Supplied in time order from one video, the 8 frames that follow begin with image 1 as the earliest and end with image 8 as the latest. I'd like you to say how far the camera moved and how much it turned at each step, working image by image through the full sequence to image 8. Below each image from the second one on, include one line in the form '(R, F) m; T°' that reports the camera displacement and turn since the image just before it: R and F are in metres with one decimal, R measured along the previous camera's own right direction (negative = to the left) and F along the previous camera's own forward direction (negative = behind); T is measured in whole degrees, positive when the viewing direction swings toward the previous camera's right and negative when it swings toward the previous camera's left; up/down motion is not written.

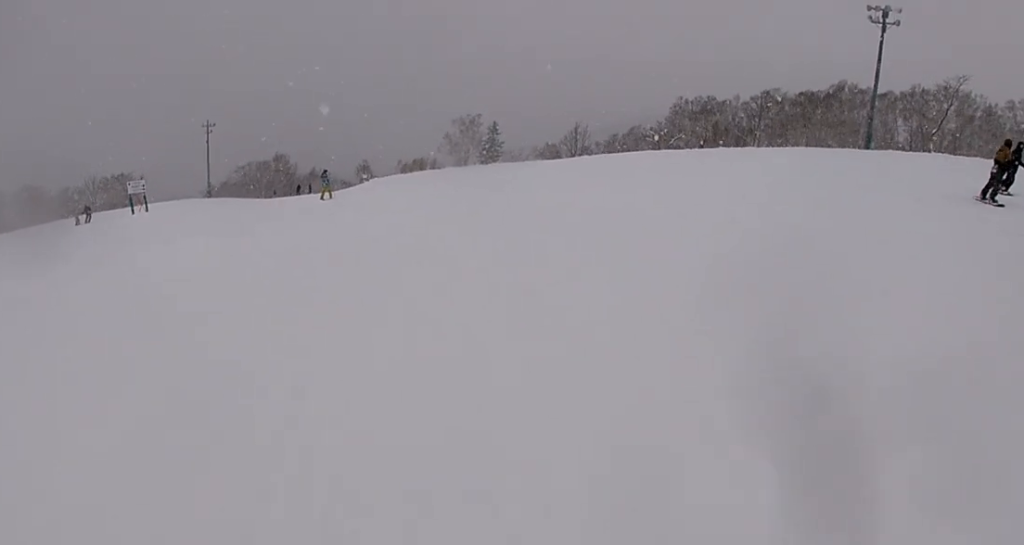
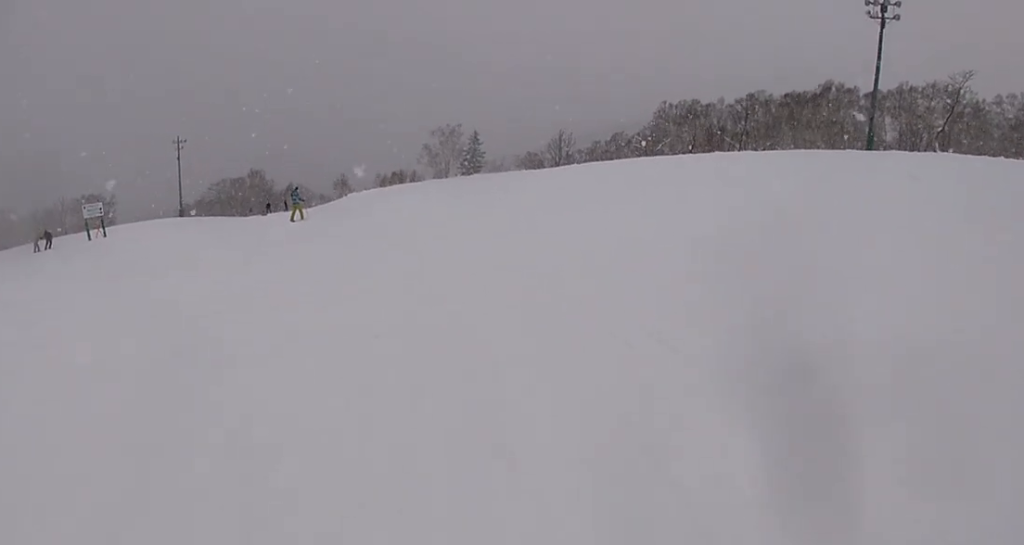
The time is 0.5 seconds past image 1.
(-0.5, +3.7) m; -5°
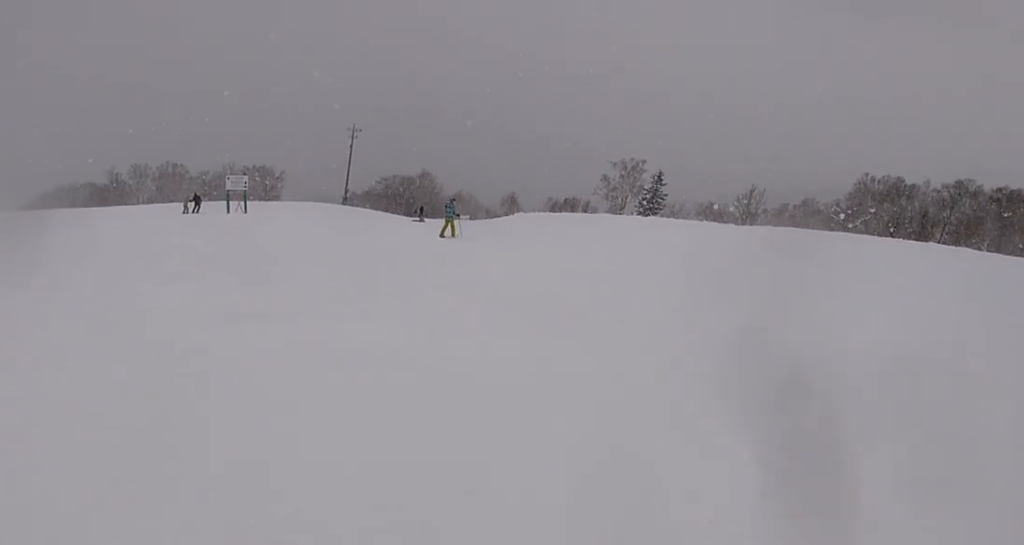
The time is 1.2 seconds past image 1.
(-0.6, +5.1) m; -7°
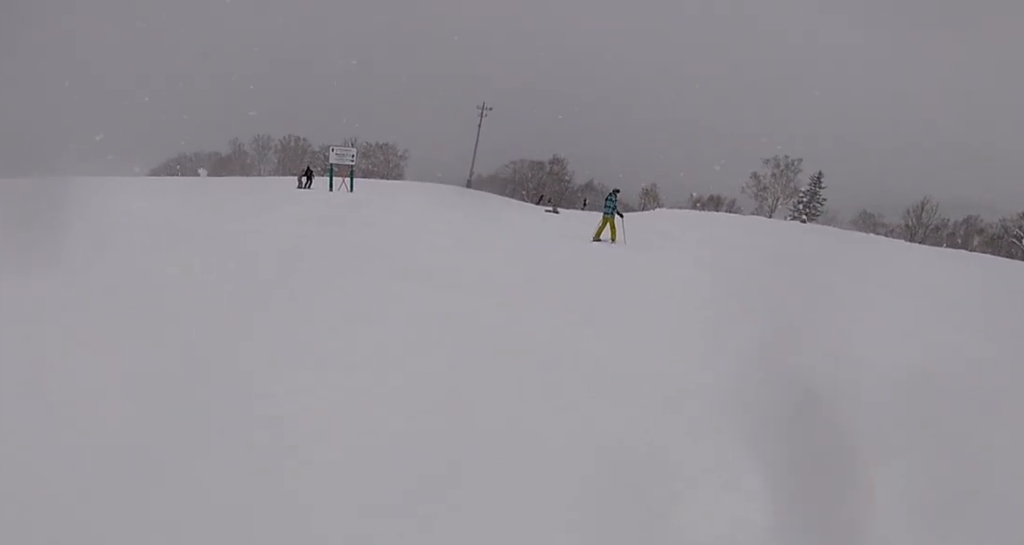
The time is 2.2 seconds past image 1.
(0.0, +6.9) m; -3°
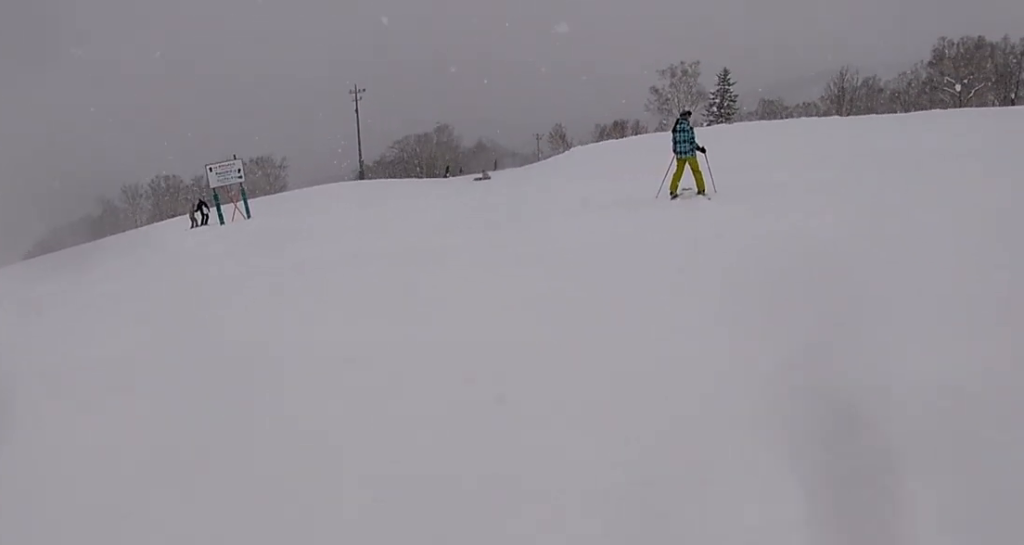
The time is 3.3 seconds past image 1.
(-0.4, +7.5) m; +3°
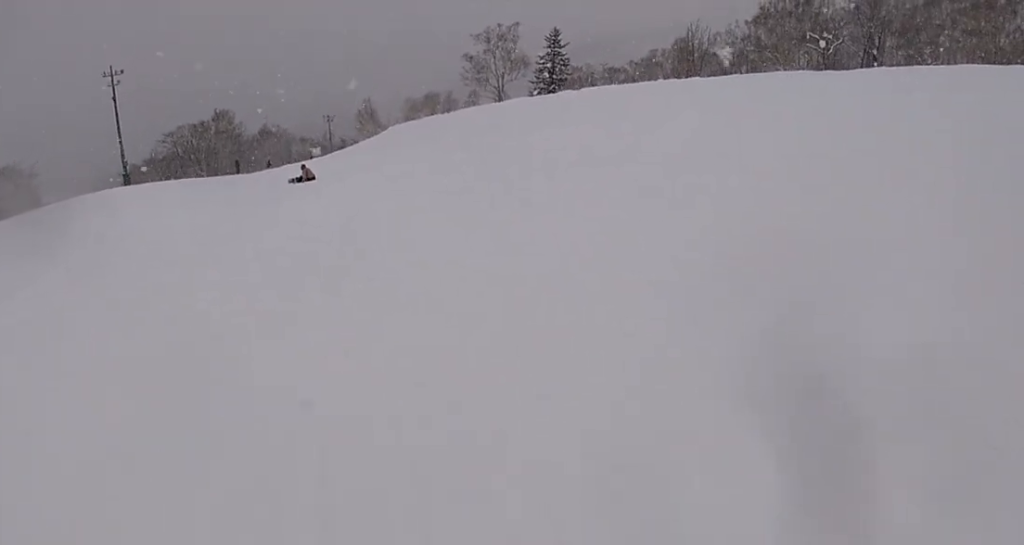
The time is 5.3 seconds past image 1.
(+3.5, +12.6) m; +25°
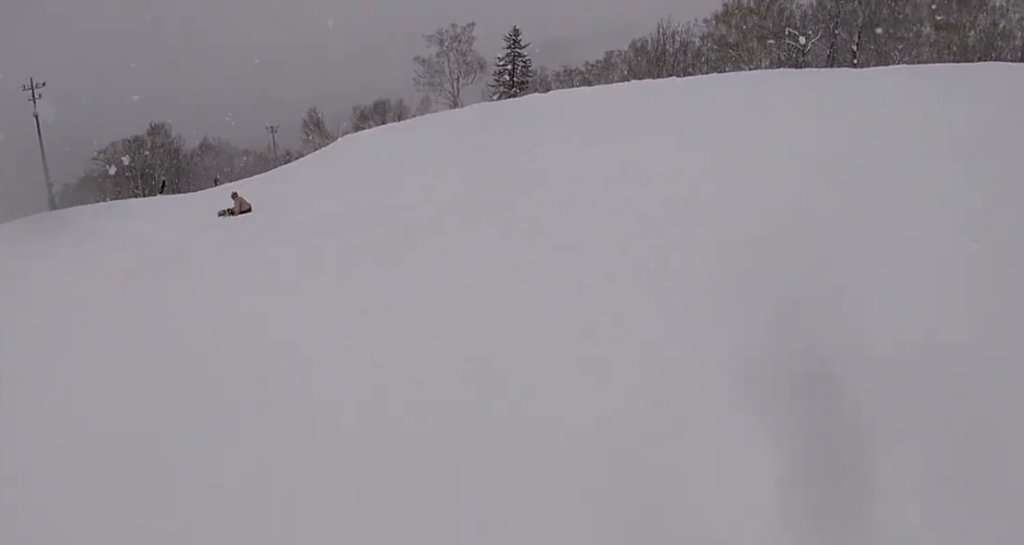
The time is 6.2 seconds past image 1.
(0.0, +5.5) m; +1°
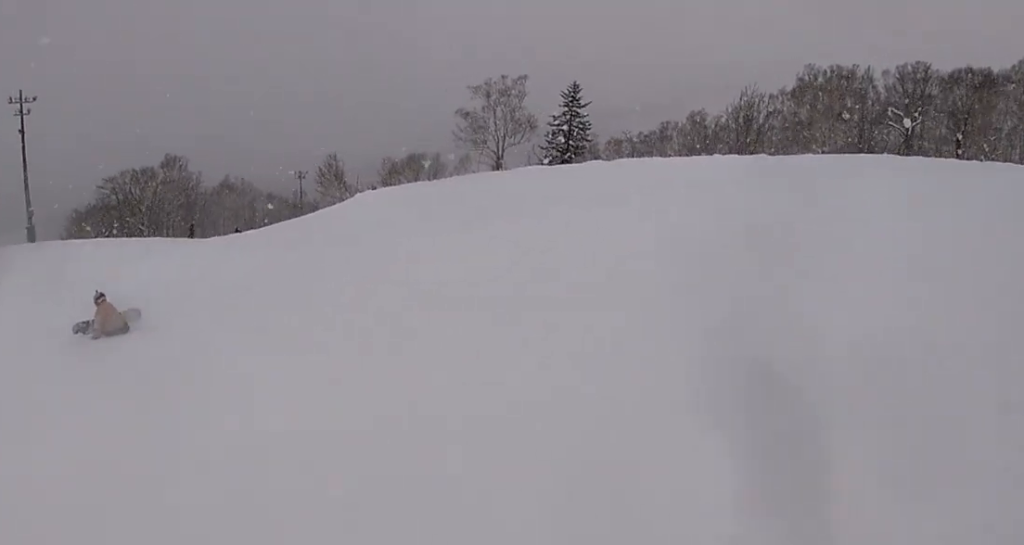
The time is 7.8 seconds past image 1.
(+1.9, +9.6) m; +3°
